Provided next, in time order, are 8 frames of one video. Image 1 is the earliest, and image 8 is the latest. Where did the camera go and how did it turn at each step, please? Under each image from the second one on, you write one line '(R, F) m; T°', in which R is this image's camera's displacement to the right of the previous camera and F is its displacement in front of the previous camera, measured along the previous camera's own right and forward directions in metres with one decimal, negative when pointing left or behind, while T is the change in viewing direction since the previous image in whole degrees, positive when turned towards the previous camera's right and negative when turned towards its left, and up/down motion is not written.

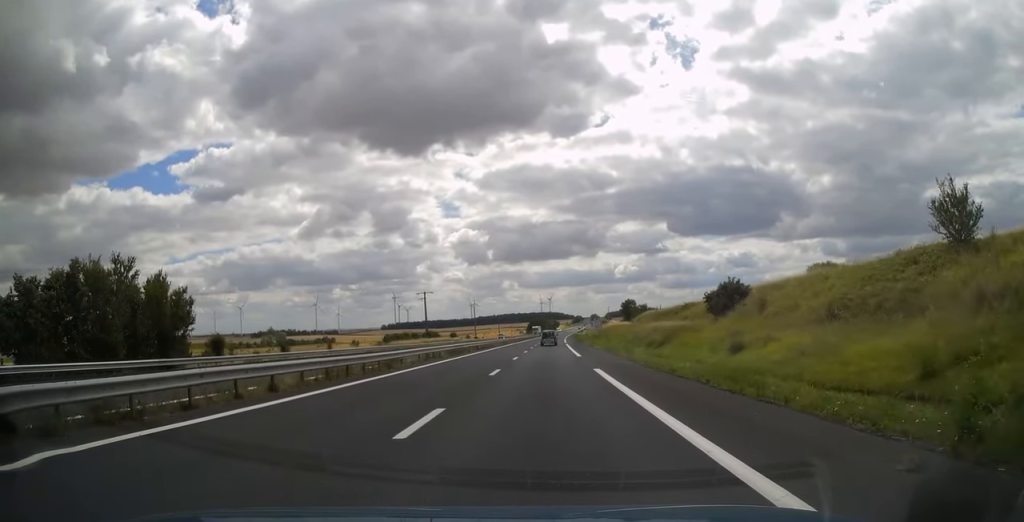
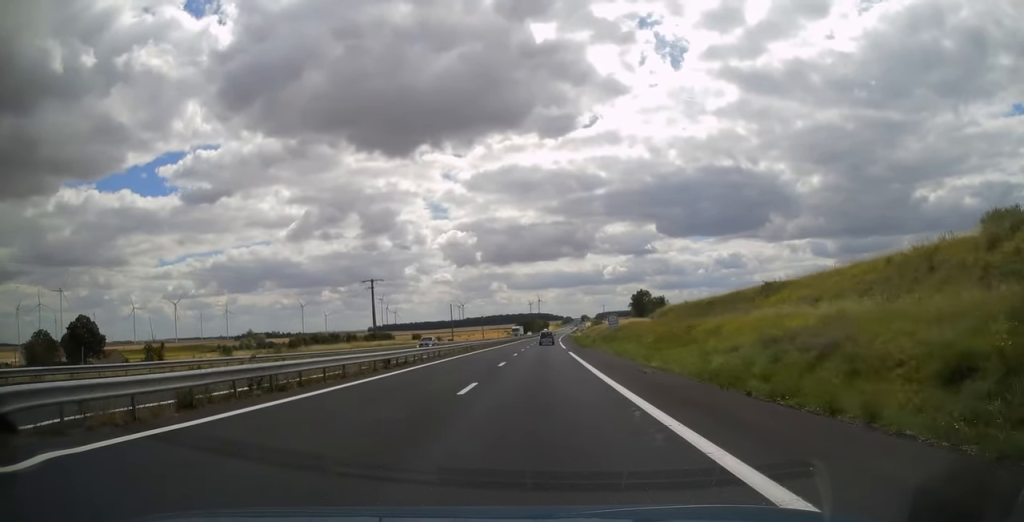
(-0.1, +31.8) m; +1°
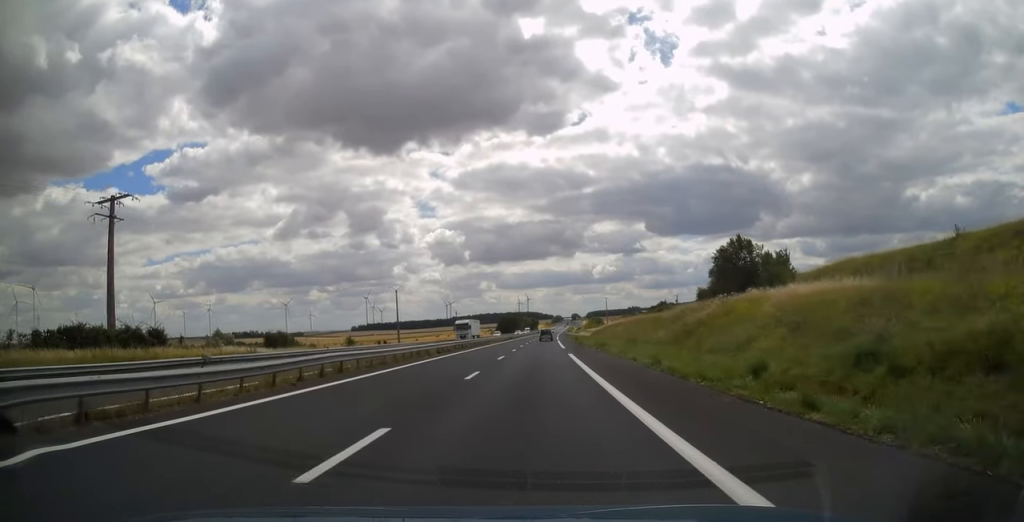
(+0.9, +58.9) m; +2°
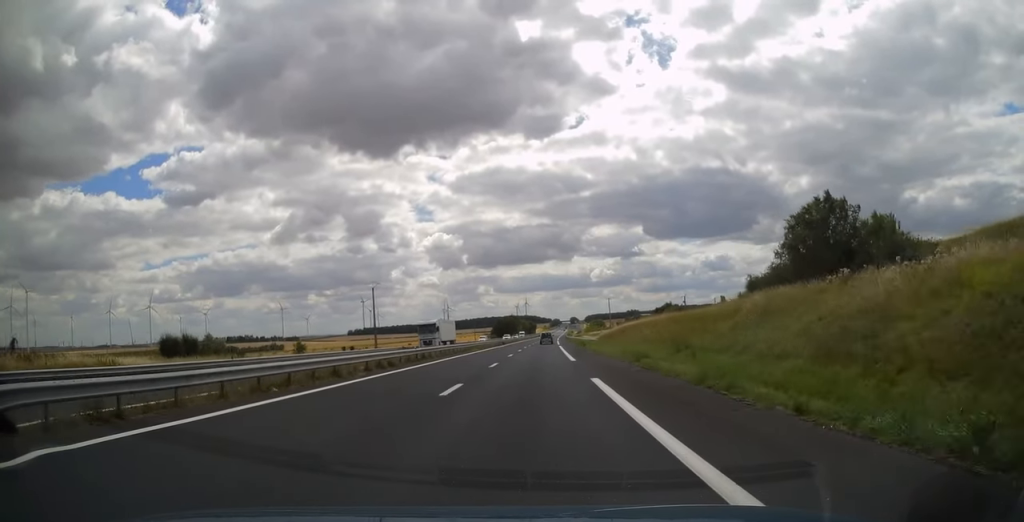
(+0.2, +16.7) m; 0°
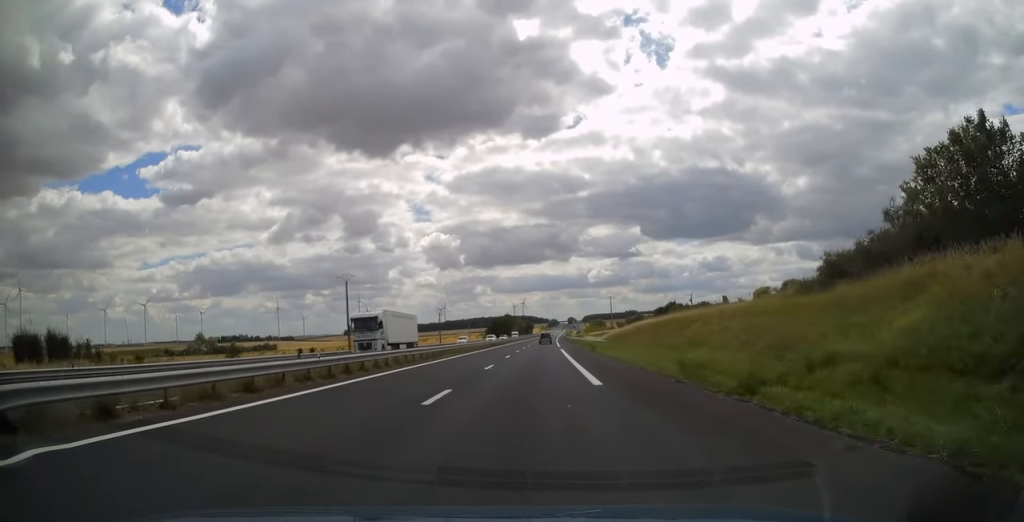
(0.0, +14.3) m; 0°
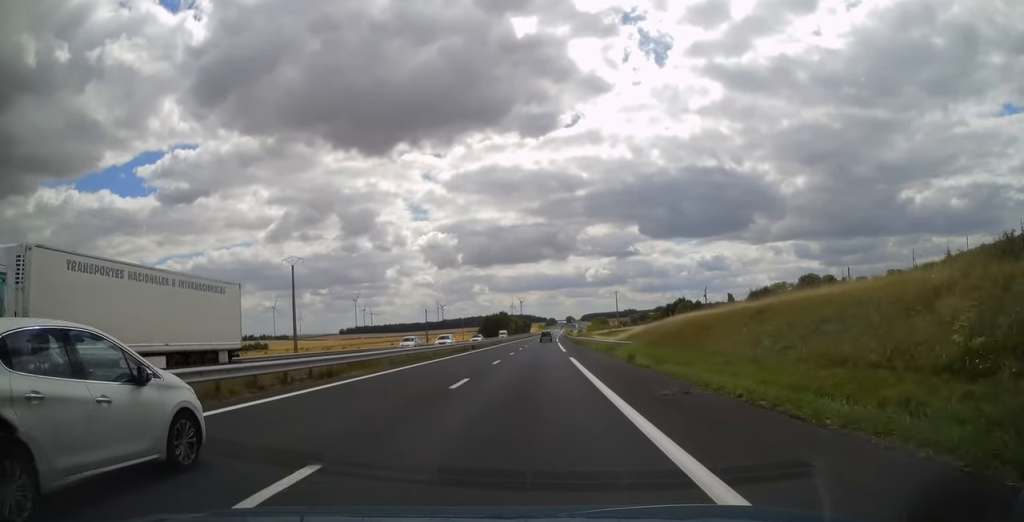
(-0.2, +21.7) m; 0°
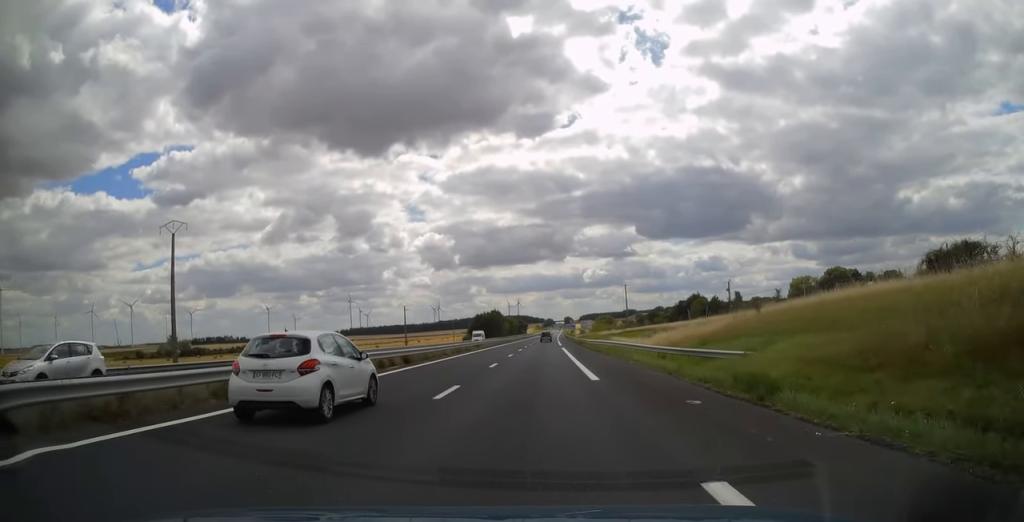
(+0.3, +27.5) m; +1°
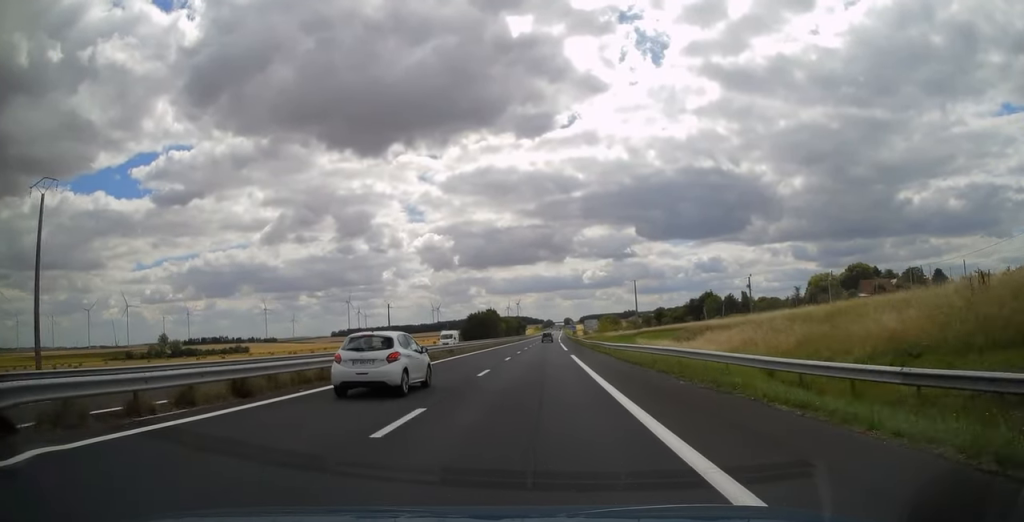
(0.0, +17.7) m; 0°
